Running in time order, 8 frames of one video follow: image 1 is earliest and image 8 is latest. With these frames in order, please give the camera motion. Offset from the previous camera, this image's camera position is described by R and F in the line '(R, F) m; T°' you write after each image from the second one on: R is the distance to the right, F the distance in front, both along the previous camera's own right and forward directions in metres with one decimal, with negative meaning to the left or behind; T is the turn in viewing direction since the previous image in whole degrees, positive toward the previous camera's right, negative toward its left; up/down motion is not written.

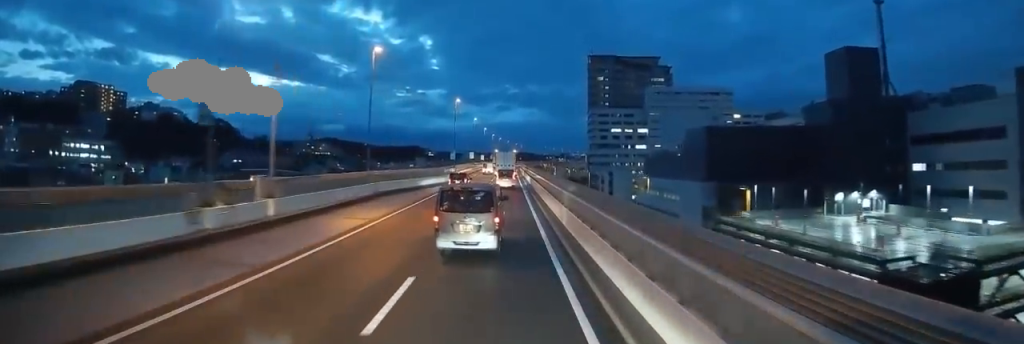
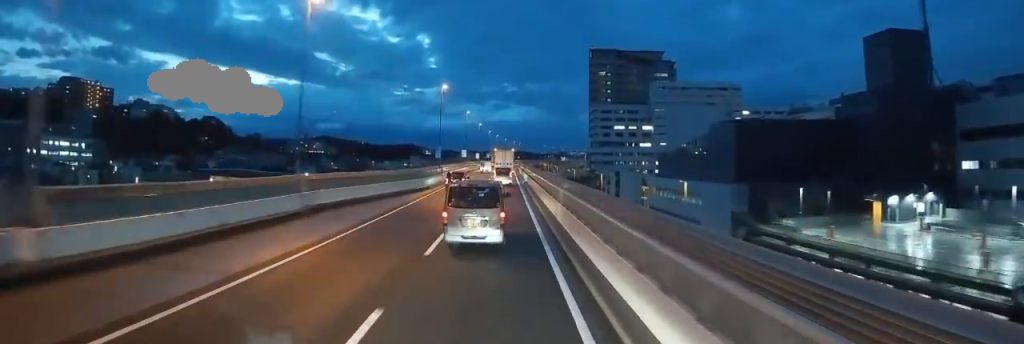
(+0.1, +13.1) m; +1°
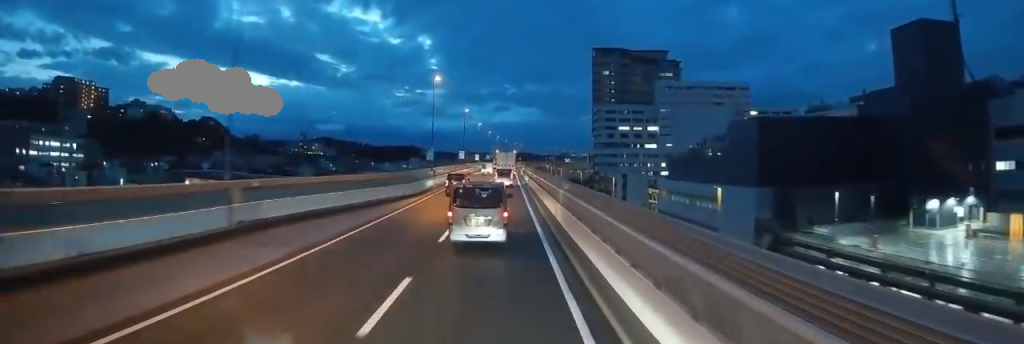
(+0.1, +7.1) m; 0°
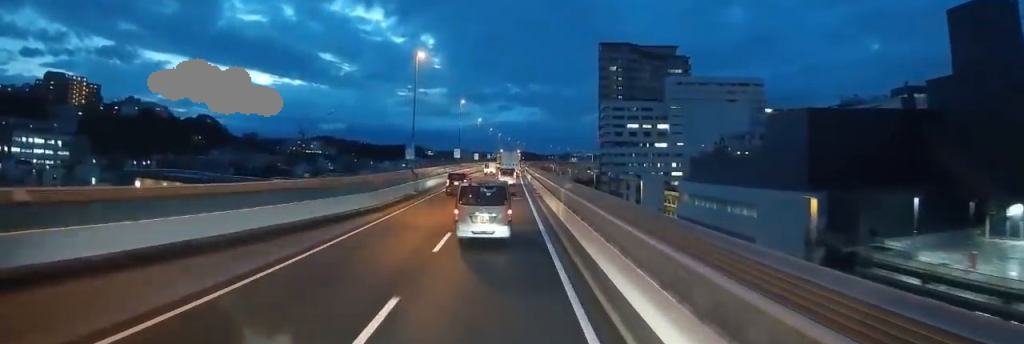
(-0.1, +11.9) m; 0°
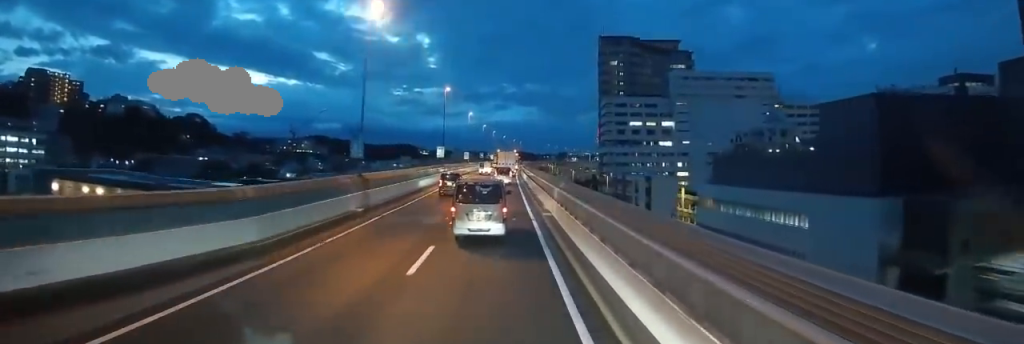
(-0.1, +13.1) m; 0°
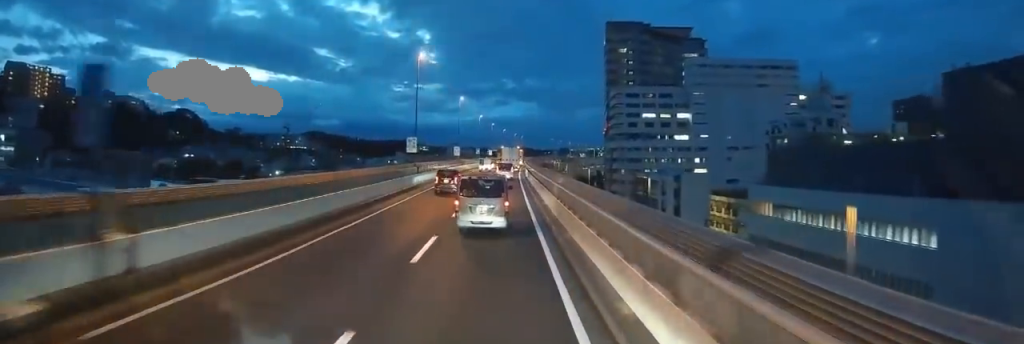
(-0.1, +18.6) m; 0°
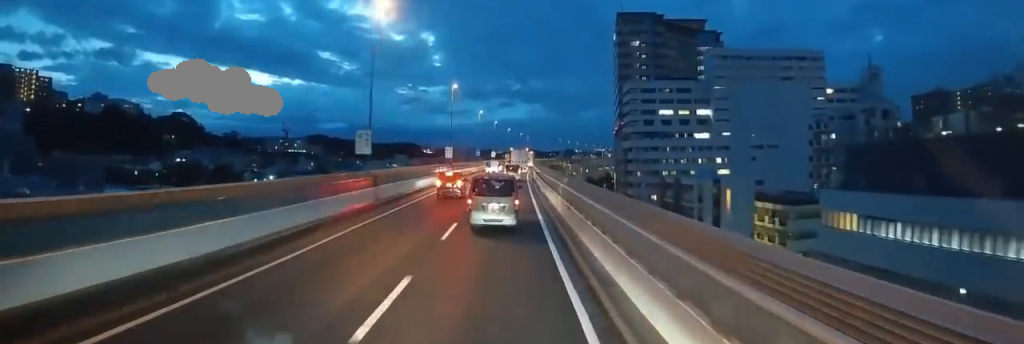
(-0.1, +15.8) m; 0°
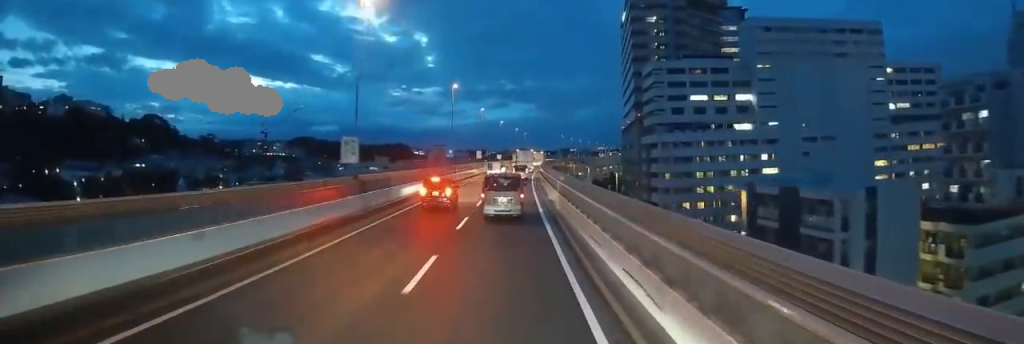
(+0.3, +37.0) m; 0°
